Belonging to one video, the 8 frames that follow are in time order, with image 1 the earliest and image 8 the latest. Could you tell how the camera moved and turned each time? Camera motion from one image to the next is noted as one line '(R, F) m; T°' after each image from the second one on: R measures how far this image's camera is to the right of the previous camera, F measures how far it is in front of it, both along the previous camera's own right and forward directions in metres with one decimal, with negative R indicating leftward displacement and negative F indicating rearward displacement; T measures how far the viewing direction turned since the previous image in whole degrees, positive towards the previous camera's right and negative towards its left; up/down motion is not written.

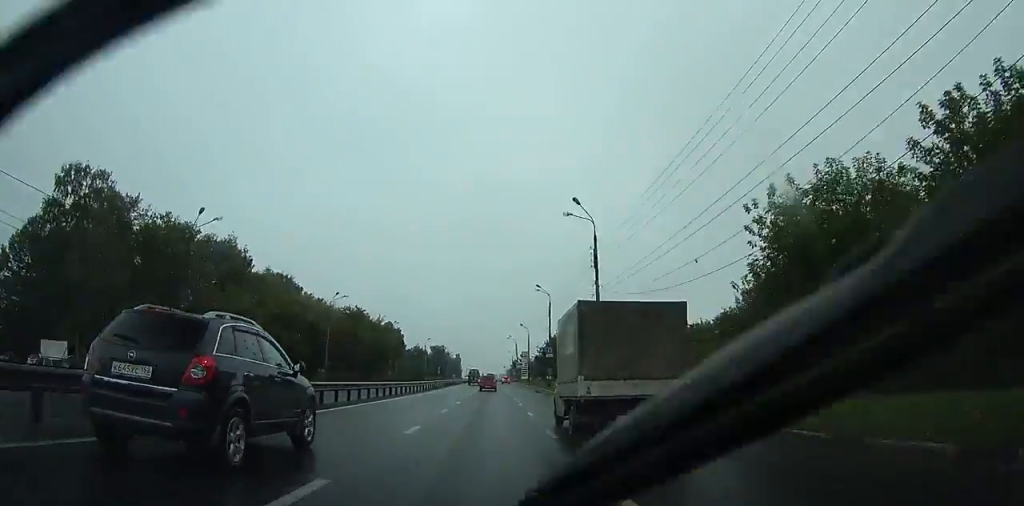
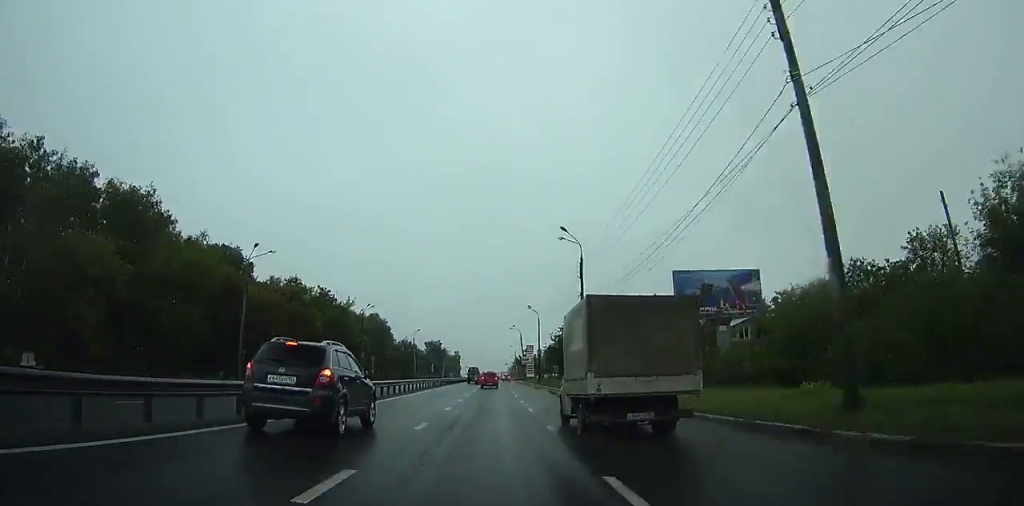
(0.0, +23.1) m; 0°
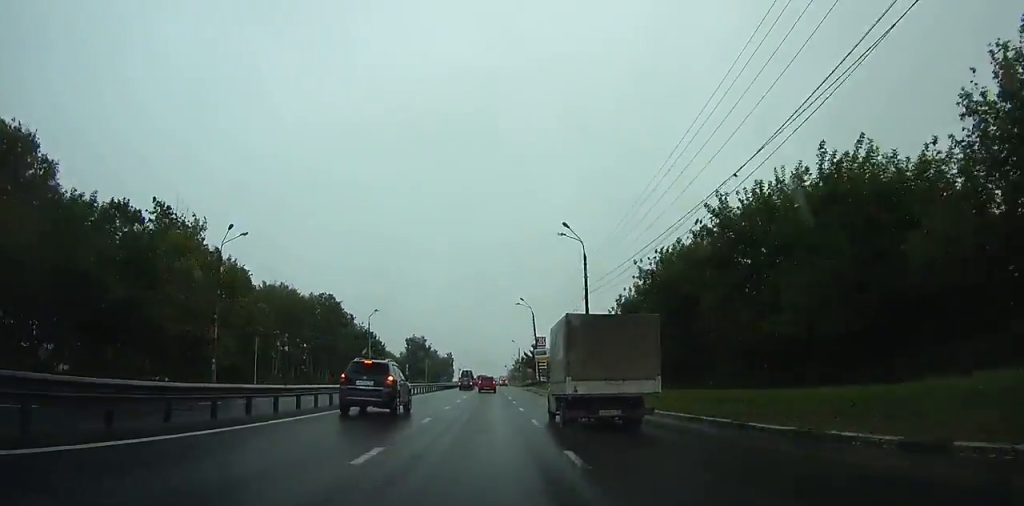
(+0.1, +47.1) m; 0°
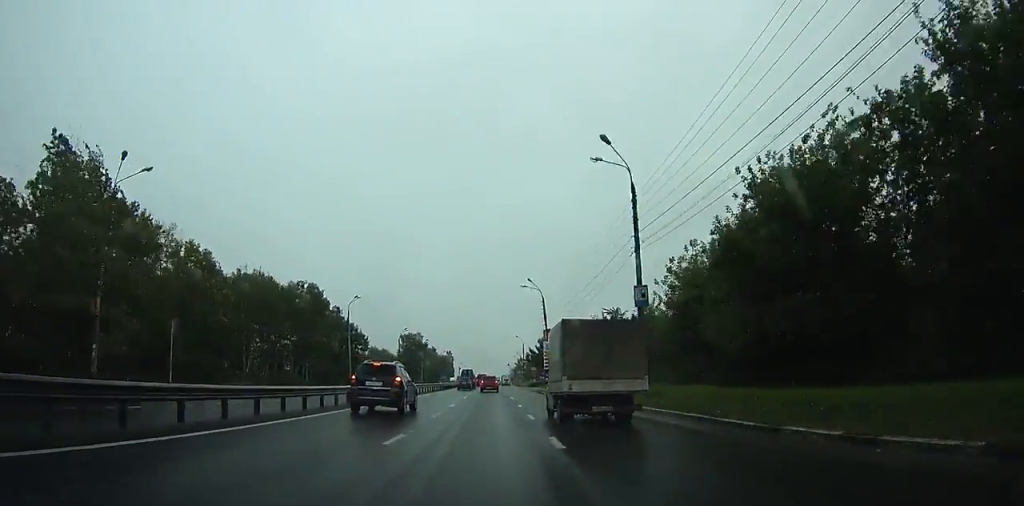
(0.0, +14.4) m; 0°
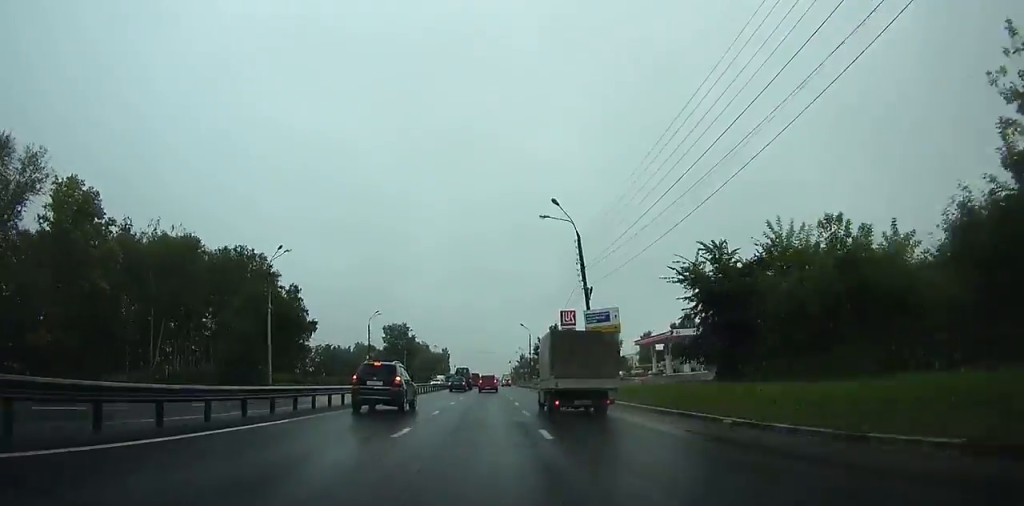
(0.0, +28.7) m; 0°
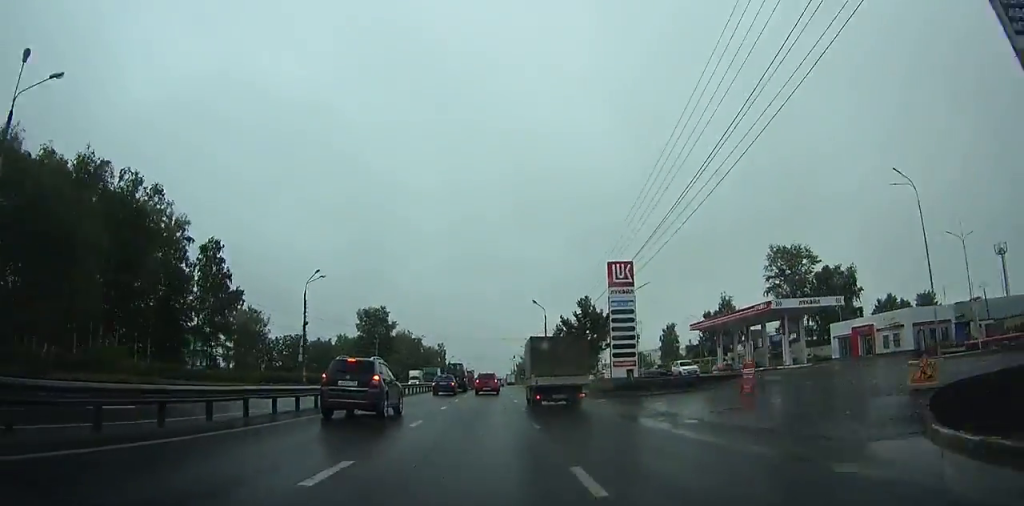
(-0.1, +31.1) m; 0°
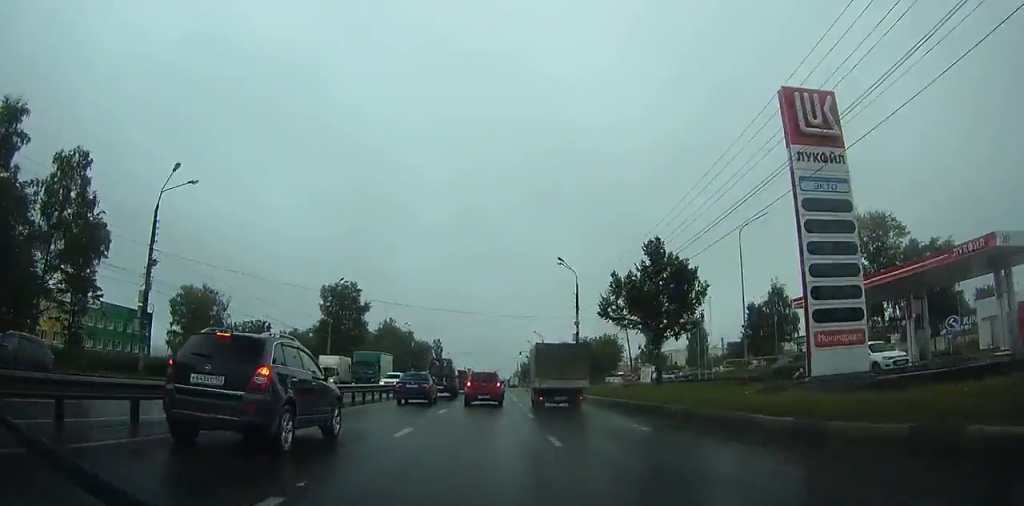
(-0.1, +28.3) m; -1°
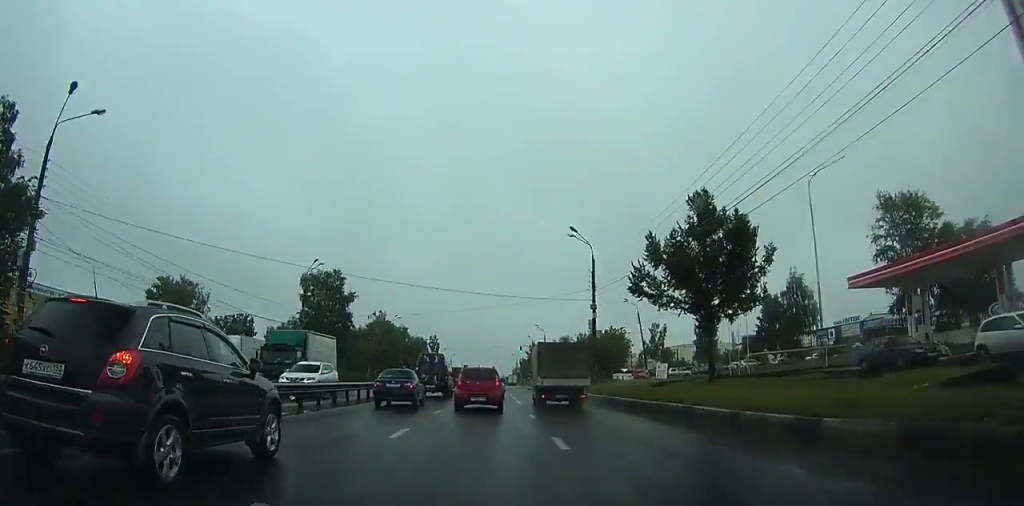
(0.0, +10.5) m; 0°
